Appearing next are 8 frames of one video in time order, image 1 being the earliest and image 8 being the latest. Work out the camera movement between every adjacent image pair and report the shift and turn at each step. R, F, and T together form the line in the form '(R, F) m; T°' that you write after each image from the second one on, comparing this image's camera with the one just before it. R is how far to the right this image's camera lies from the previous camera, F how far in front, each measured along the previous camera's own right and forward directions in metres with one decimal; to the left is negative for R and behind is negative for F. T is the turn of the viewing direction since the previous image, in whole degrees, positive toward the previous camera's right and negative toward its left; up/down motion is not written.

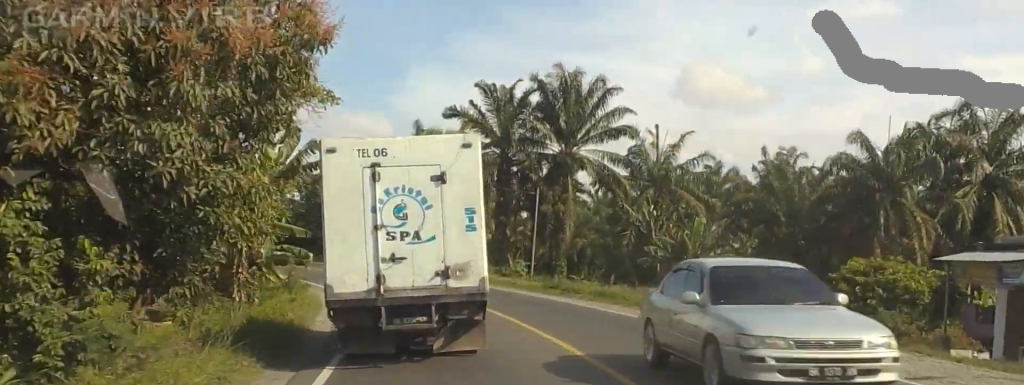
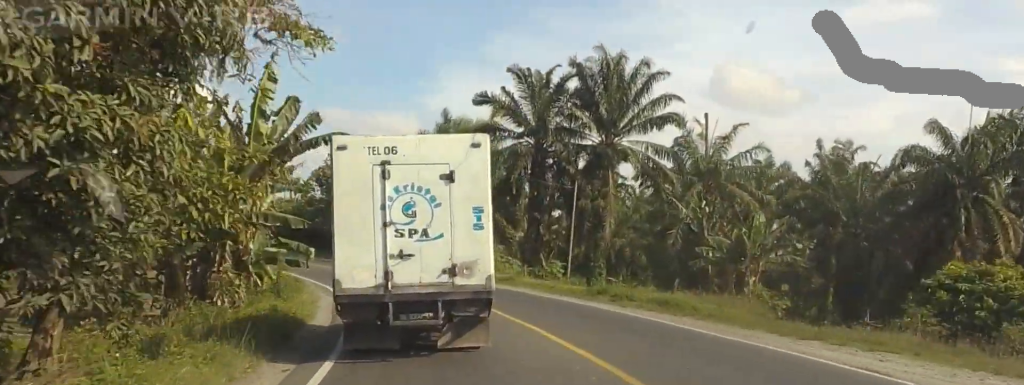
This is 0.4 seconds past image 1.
(+0.1, +5.4) m; -2°
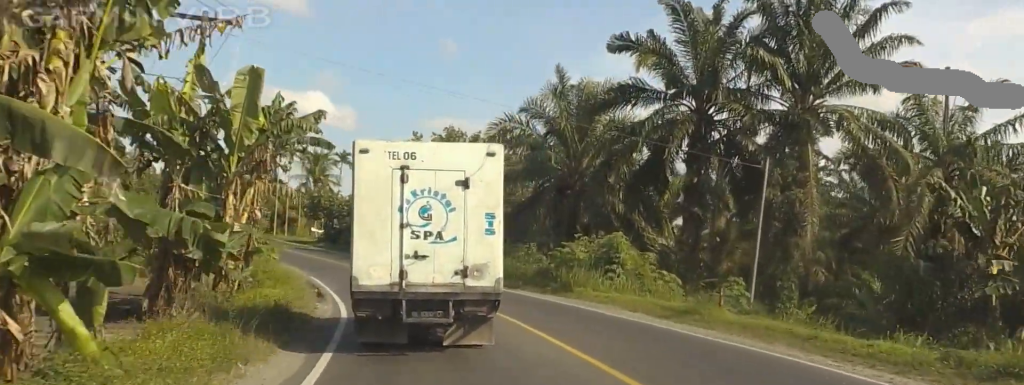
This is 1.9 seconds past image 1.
(-2.3, +17.3) m; -14°
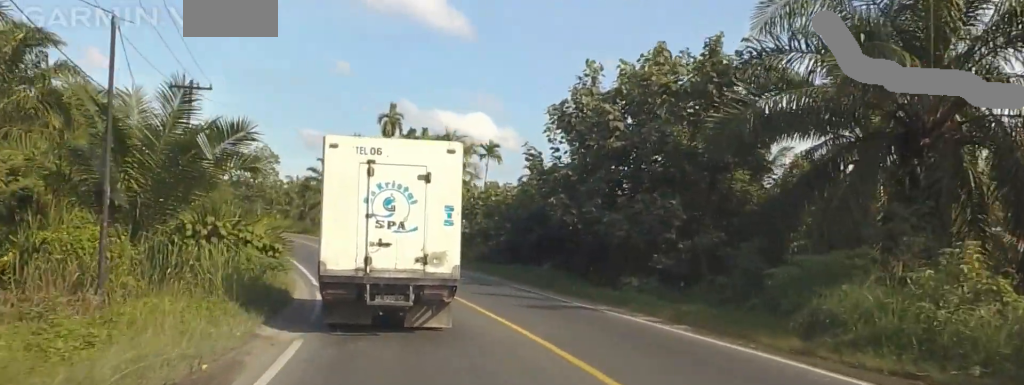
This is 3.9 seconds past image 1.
(-2.1, +25.9) m; -5°
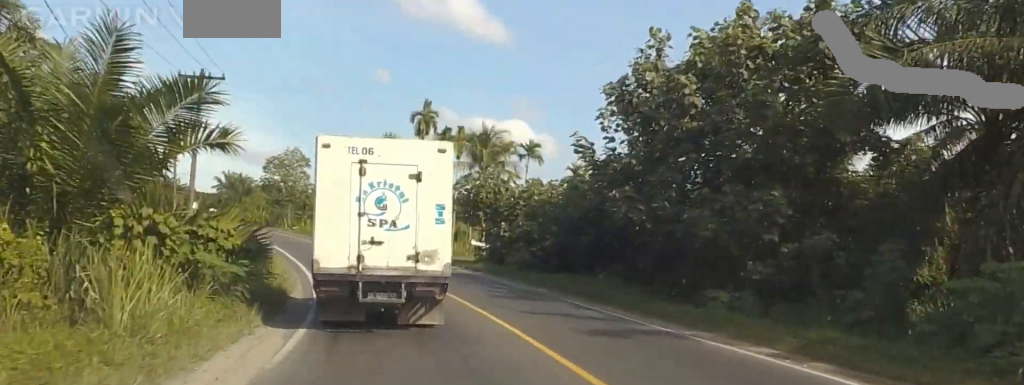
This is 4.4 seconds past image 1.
(0.0, +5.7) m; 0°
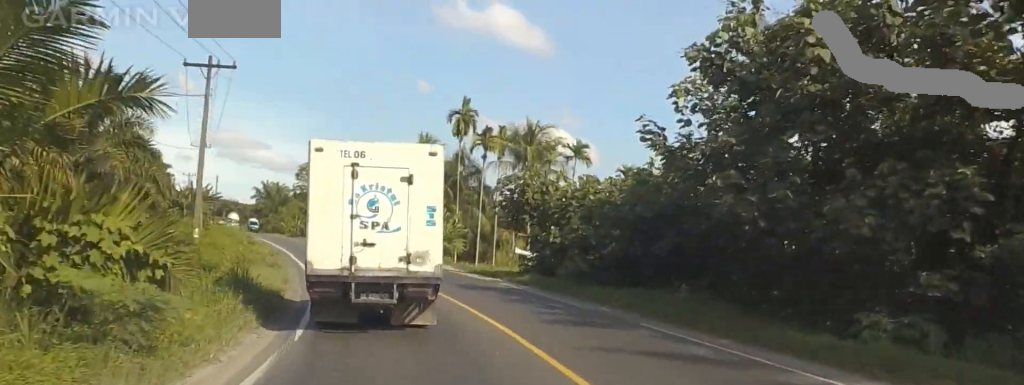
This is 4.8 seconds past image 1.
(0.0, +6.3) m; 0°
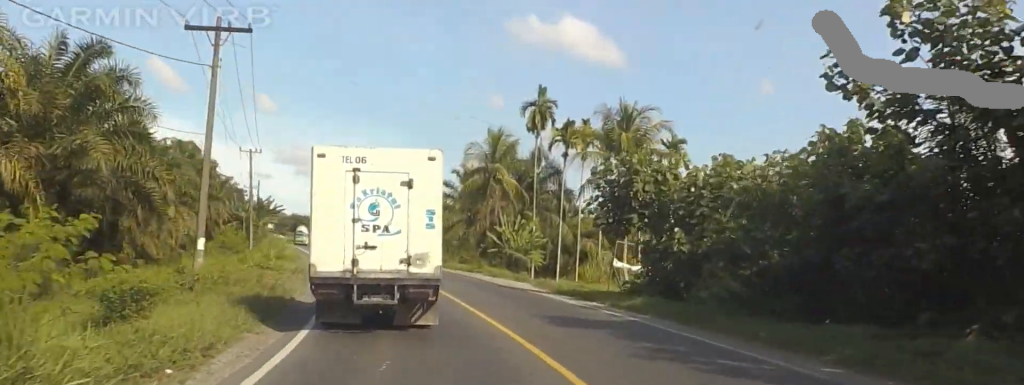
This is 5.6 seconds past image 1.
(0.0, +10.5) m; 0°
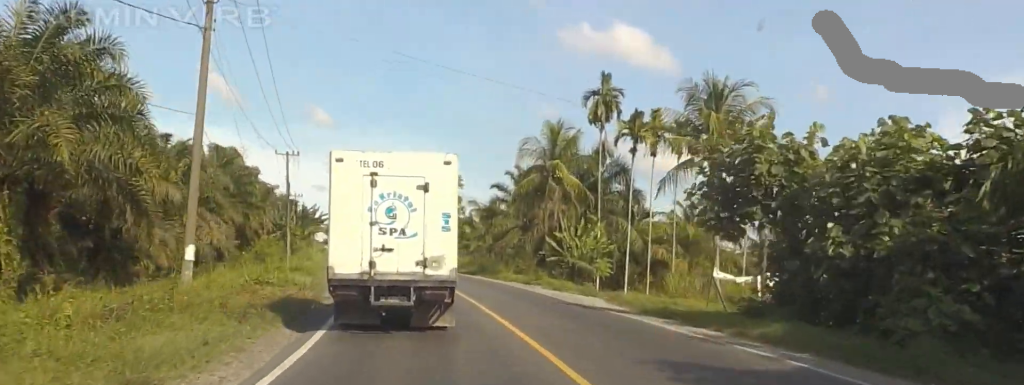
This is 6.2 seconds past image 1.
(0.0, +7.4) m; 0°
